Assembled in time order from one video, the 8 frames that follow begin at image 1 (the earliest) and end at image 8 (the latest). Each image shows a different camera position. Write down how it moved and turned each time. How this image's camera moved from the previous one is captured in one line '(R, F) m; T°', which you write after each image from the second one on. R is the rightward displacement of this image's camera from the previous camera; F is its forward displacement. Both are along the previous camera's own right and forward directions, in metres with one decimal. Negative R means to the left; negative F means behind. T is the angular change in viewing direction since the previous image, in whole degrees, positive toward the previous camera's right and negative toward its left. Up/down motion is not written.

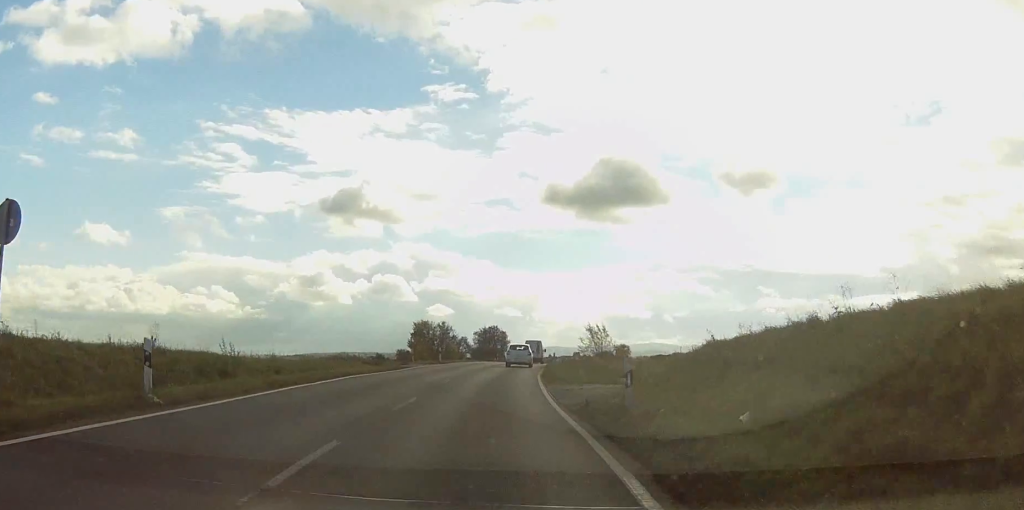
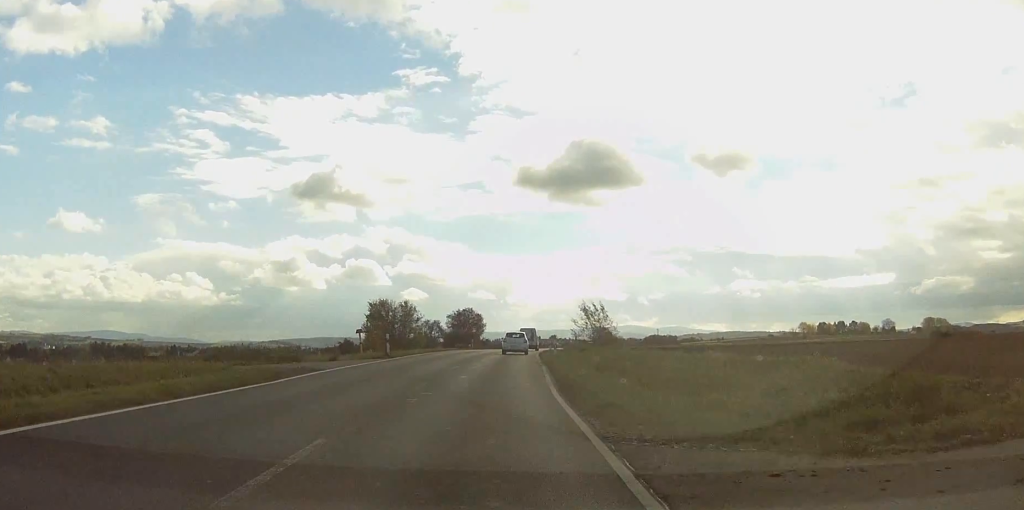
(+0.3, +19.9) m; +1°
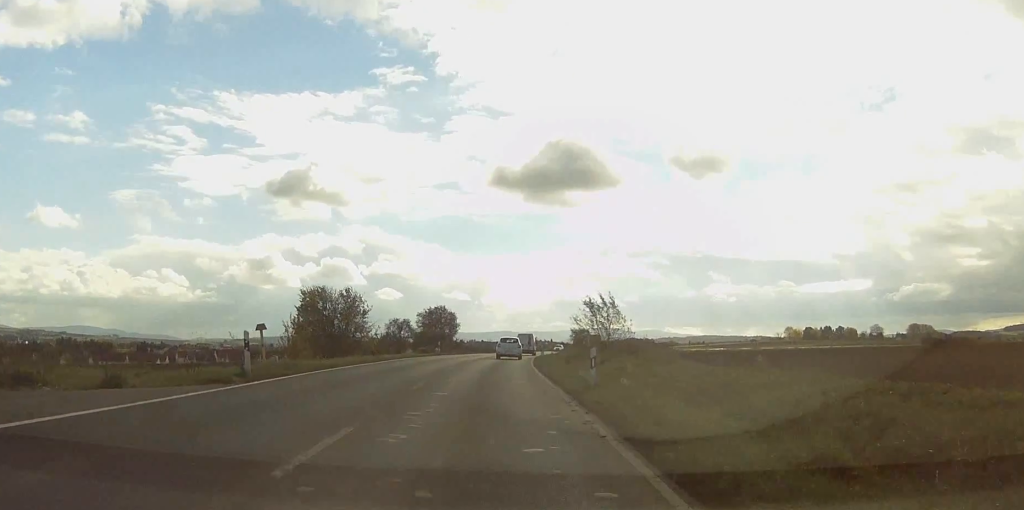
(+0.1, +22.3) m; +1°
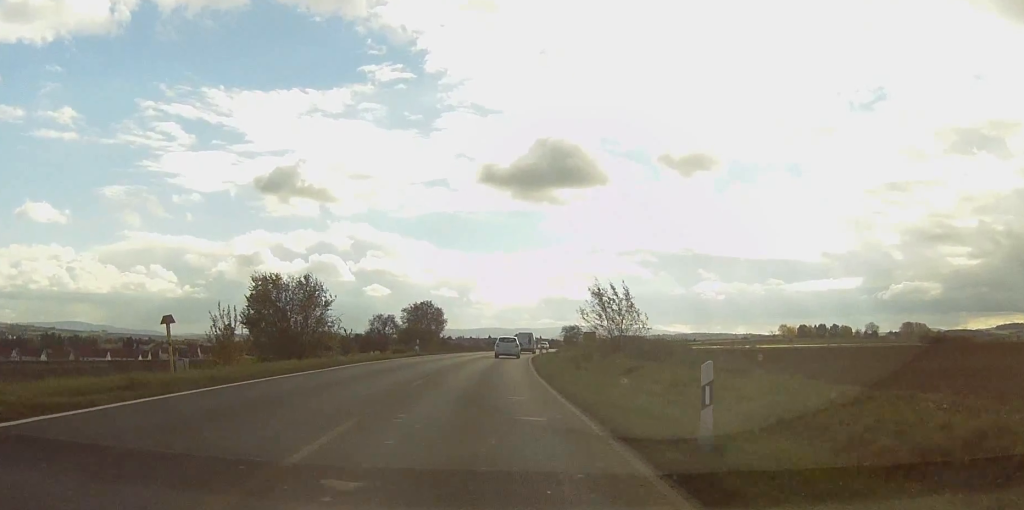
(+0.2, +11.4) m; +1°
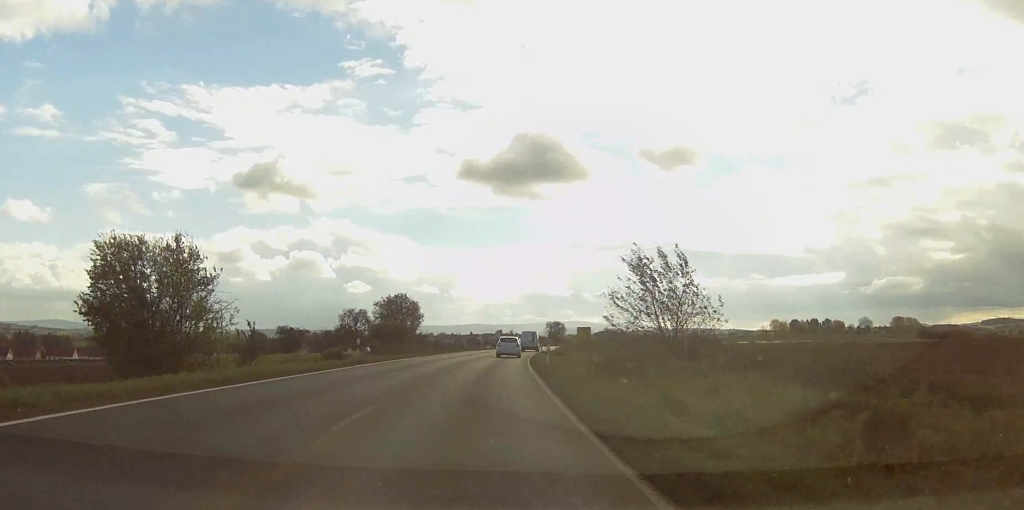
(+0.1, +21.1) m; +1°
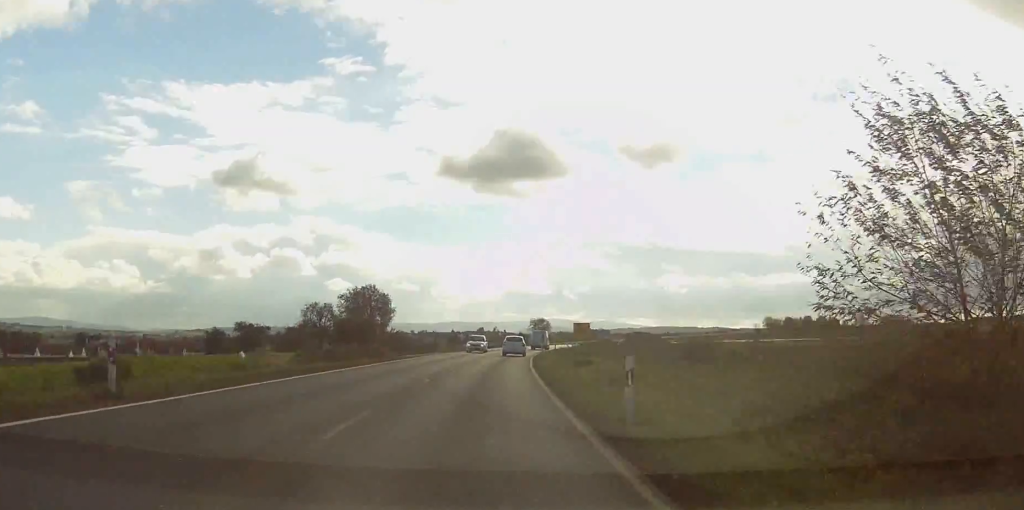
(+0.5, +25.4) m; +1°
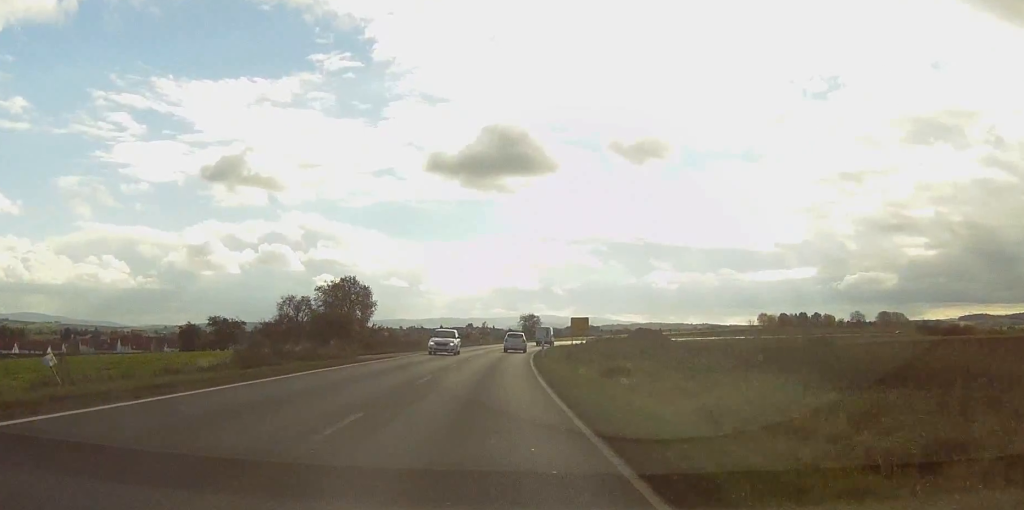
(0.0, +12.7) m; 0°
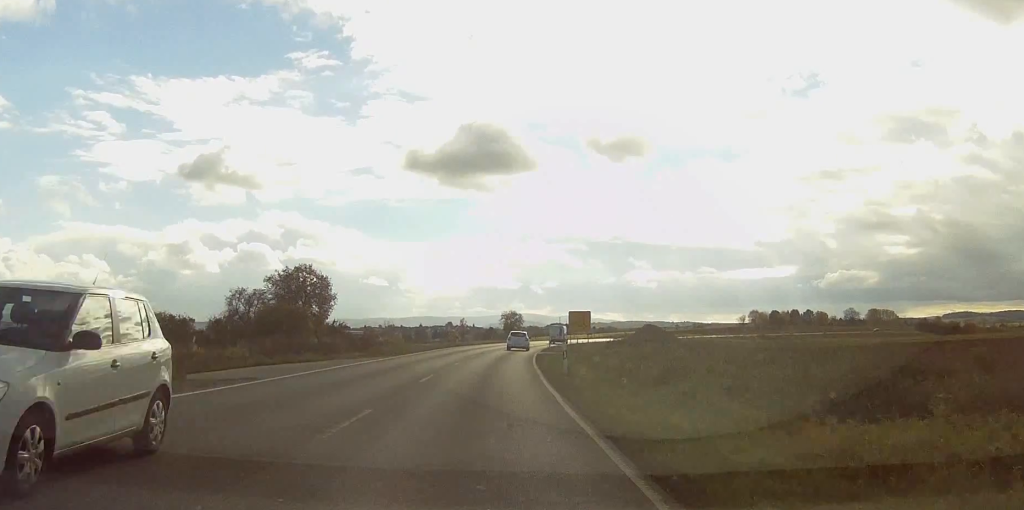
(+0.2, +23.6) m; +2°
